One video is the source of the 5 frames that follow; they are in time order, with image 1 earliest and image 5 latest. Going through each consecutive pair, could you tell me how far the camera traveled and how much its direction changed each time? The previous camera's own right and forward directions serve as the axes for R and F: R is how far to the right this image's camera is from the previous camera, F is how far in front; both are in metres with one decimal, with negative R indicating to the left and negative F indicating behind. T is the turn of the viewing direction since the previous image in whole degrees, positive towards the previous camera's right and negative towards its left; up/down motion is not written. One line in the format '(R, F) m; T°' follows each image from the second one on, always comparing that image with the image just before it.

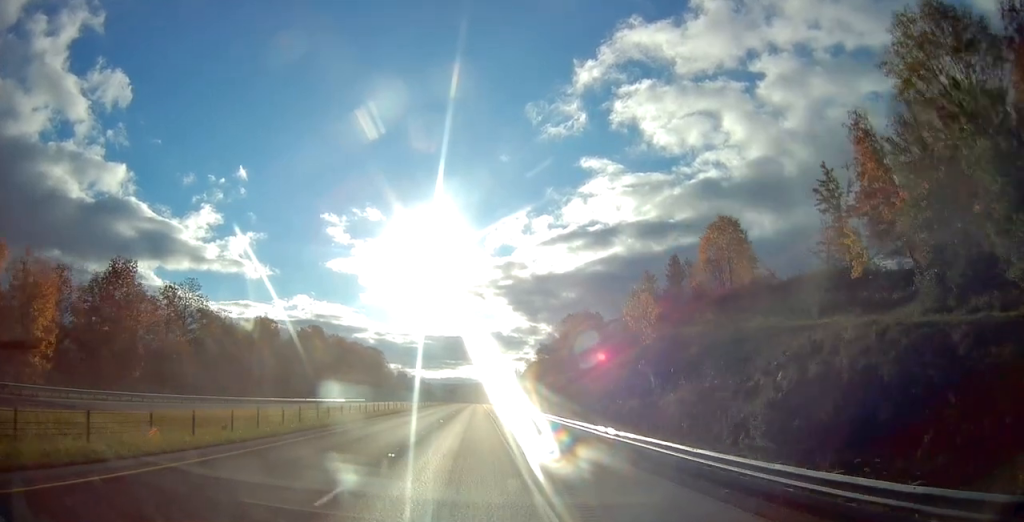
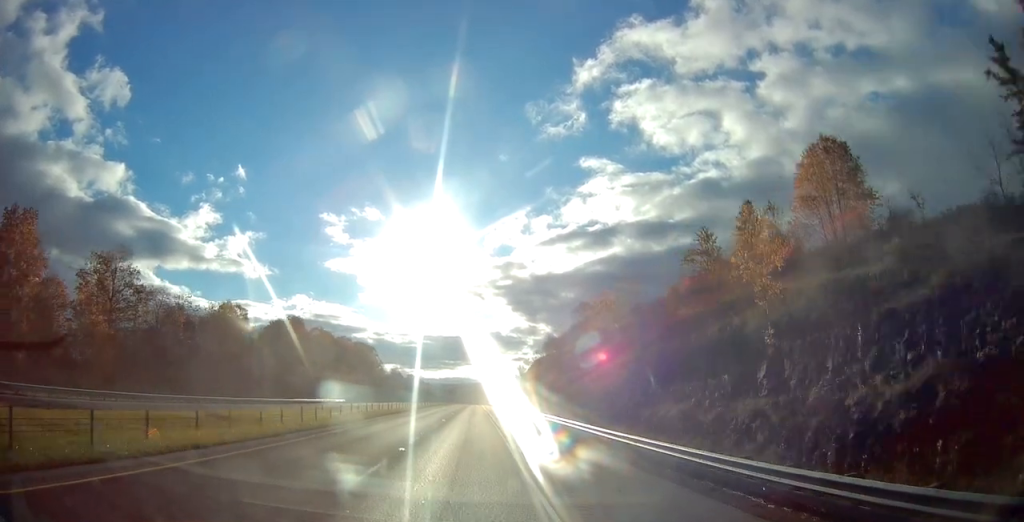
(-0.1, +21.4) m; 0°
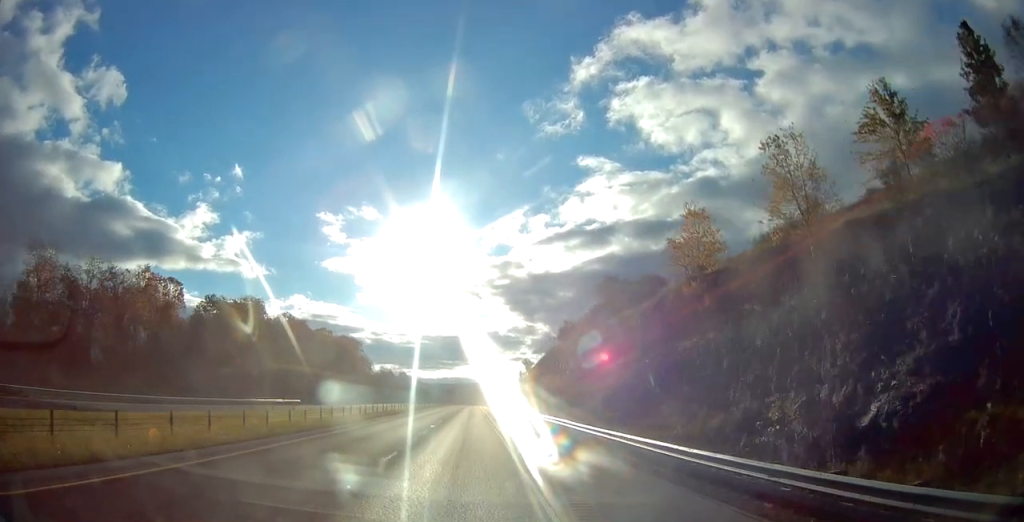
(0.0, +32.1) m; 0°
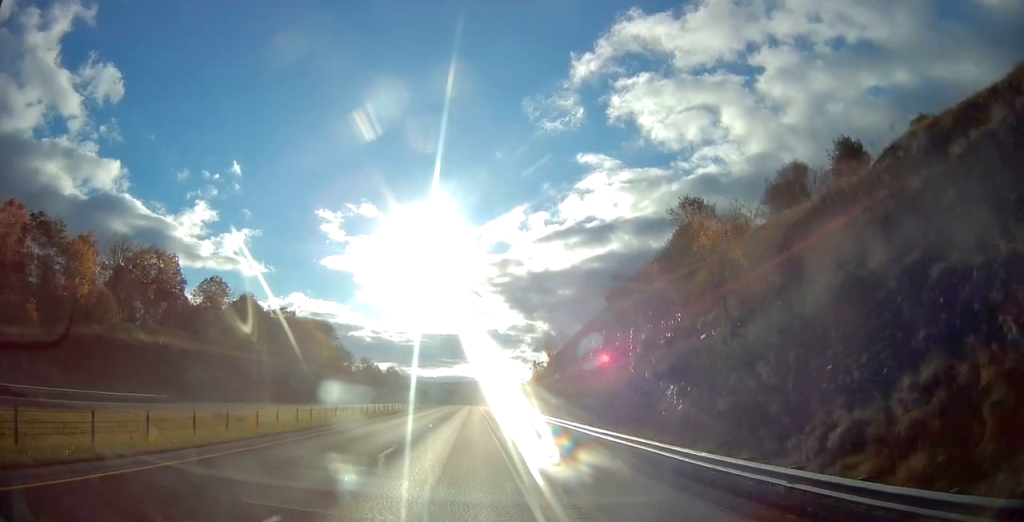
(+0.3, +46.7) m; +1°
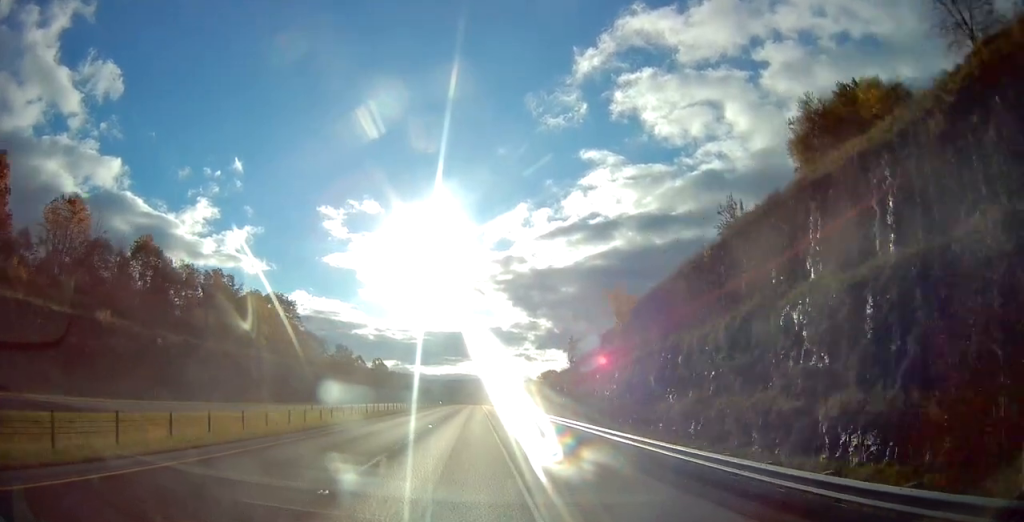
(+0.1, +50.6) m; -1°
